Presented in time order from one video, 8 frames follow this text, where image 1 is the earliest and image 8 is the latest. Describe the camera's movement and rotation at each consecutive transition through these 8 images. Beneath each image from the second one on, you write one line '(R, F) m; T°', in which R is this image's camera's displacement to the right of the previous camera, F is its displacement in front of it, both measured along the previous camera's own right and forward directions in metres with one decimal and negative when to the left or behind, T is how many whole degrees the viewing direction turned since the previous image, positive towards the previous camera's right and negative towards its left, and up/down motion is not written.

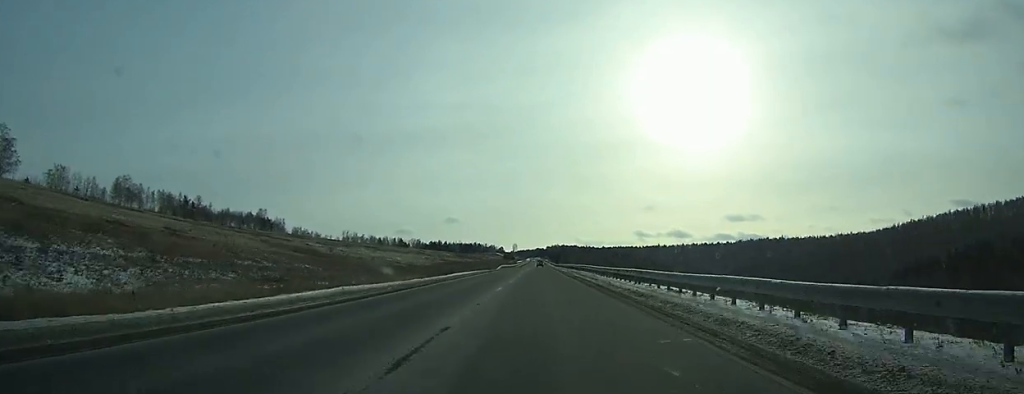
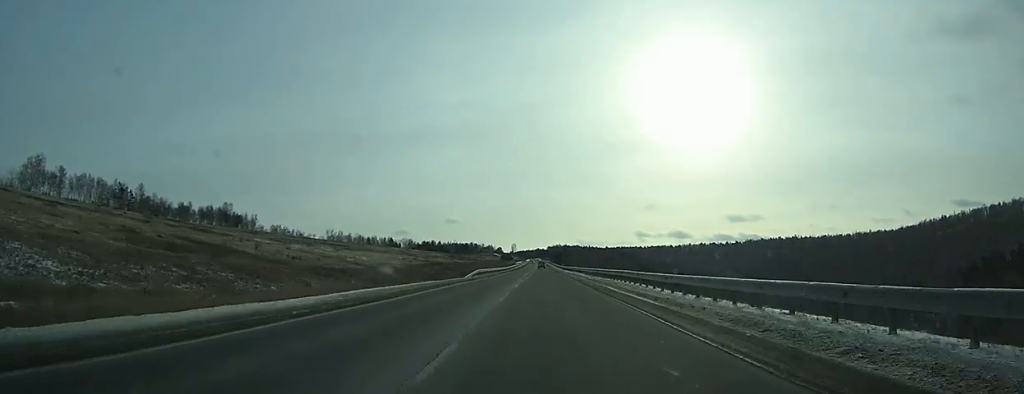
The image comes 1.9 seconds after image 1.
(-0.1, +54.2) m; 0°
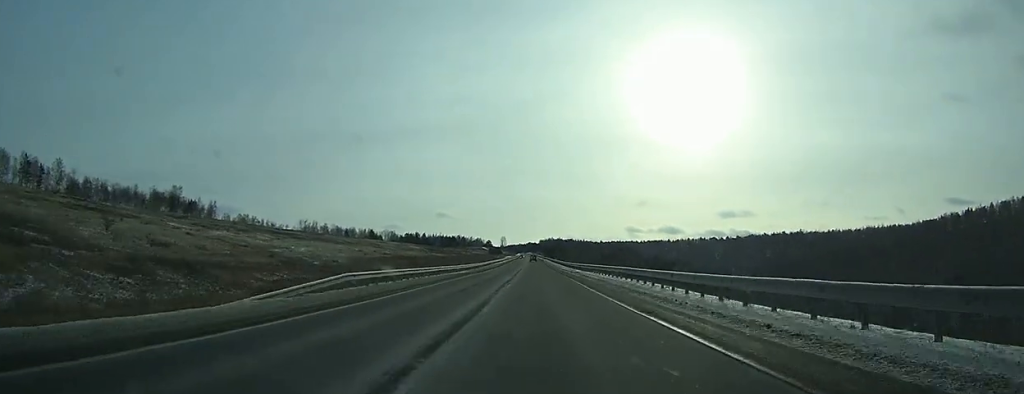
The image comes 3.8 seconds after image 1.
(+0.2, +50.3) m; 0°
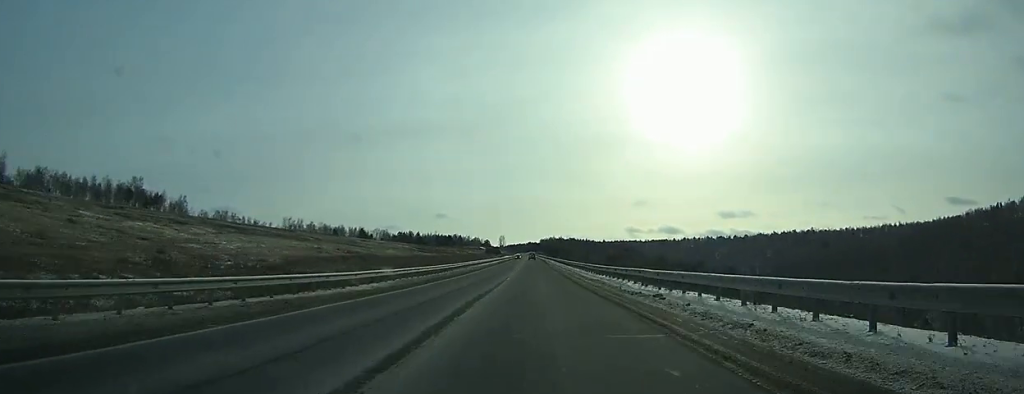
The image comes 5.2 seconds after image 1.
(+0.1, +37.1) m; 0°
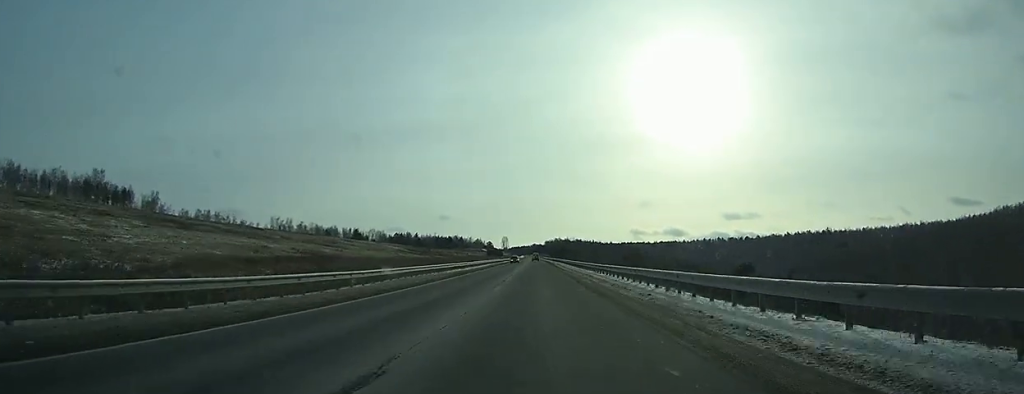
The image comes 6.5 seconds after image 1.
(-0.1, +33.5) m; 0°
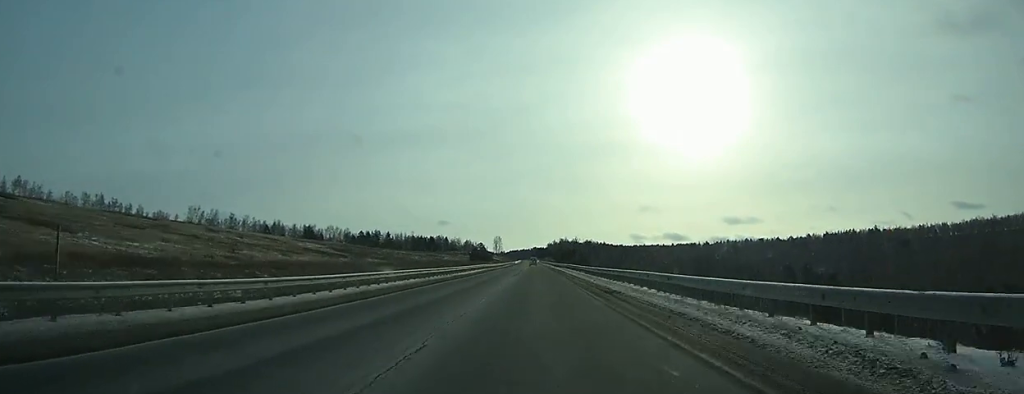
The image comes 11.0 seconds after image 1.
(-0.7, +129.1) m; -1°
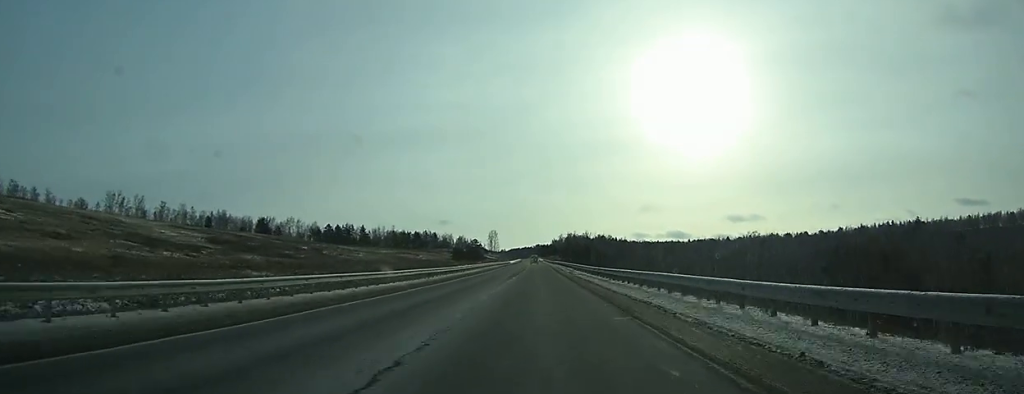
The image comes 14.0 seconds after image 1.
(-0.3, +81.2) m; 0°
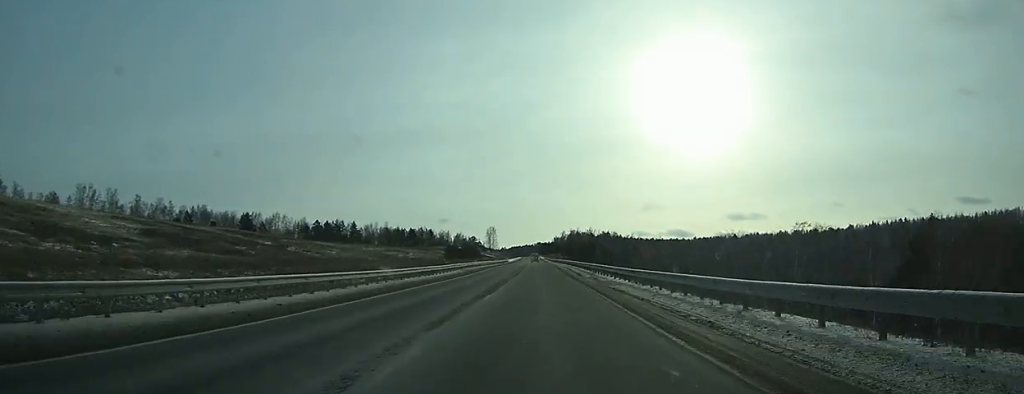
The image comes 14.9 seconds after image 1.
(0.0, +23.0) m; 0°
